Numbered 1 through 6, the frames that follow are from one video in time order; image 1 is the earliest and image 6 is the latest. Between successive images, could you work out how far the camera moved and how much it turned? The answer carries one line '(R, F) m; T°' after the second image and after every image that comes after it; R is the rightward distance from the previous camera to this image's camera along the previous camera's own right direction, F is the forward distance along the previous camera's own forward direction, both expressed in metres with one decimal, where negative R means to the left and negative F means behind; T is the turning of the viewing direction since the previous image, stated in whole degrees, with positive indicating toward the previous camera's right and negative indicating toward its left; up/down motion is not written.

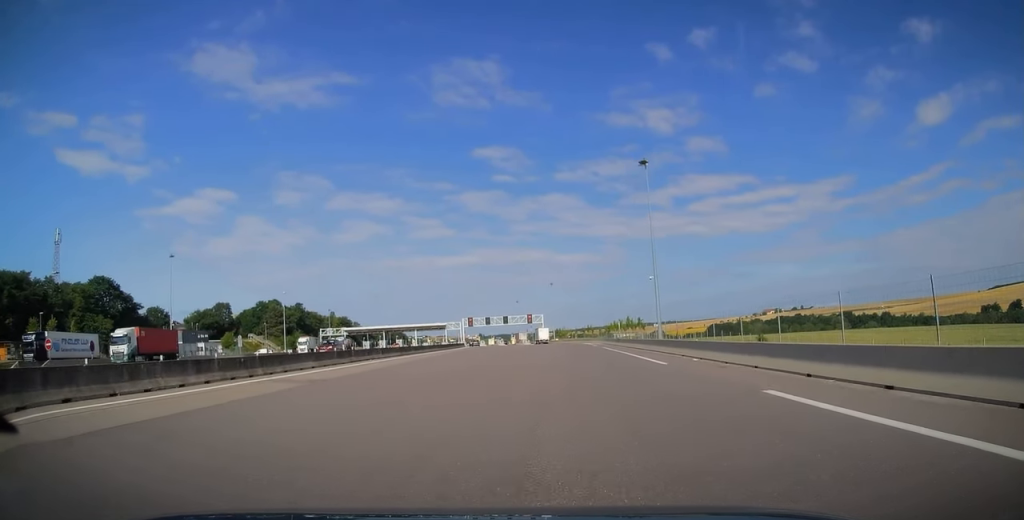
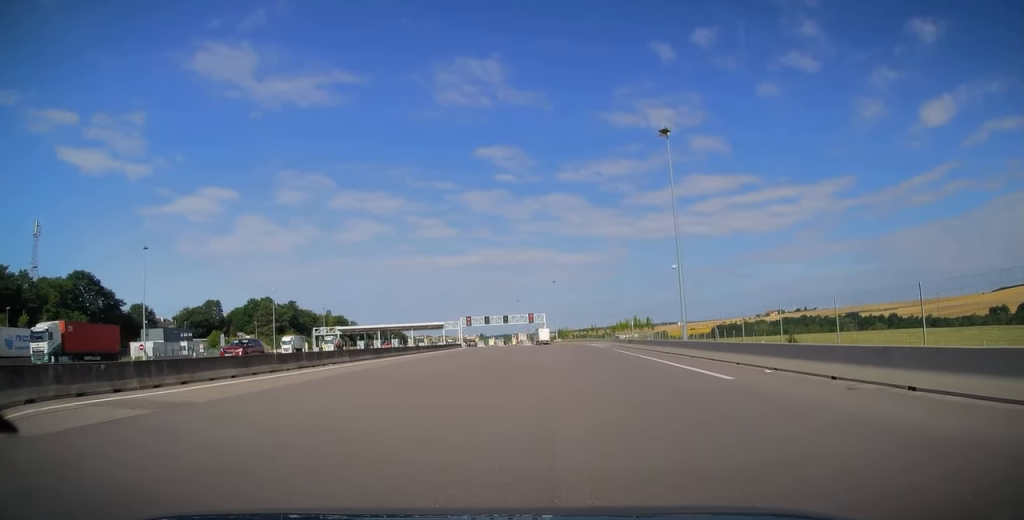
(0.0, +8.5) m; 0°
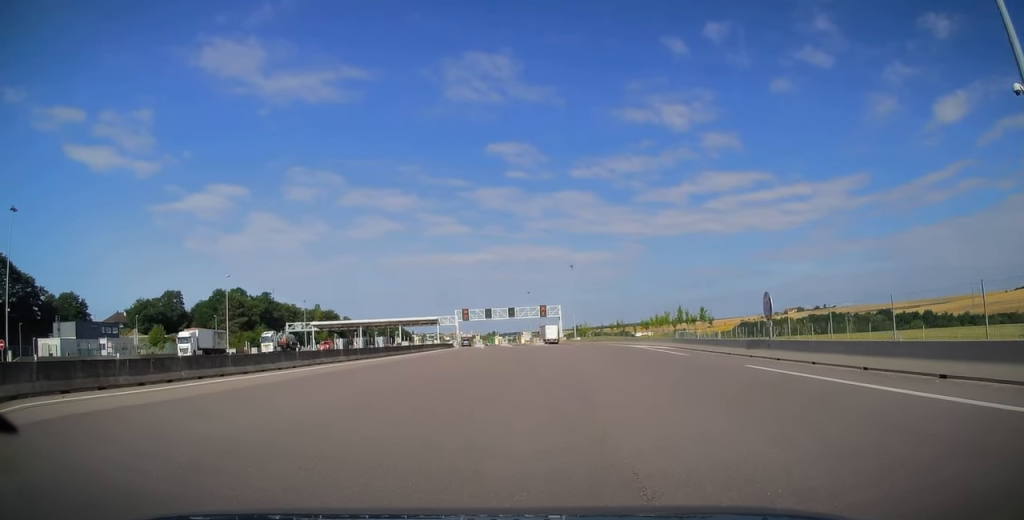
(-0.5, +33.4) m; -2°
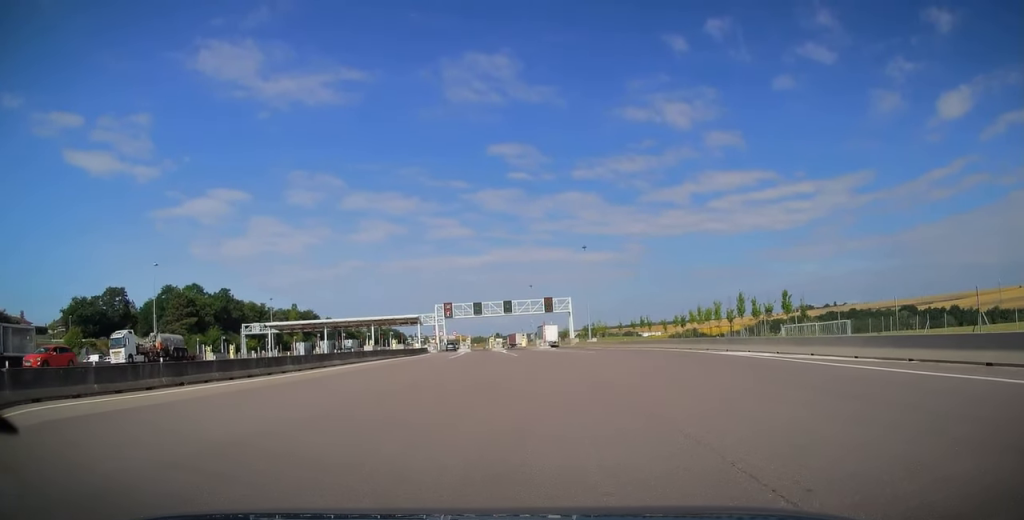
(-0.3, +30.6) m; -1°
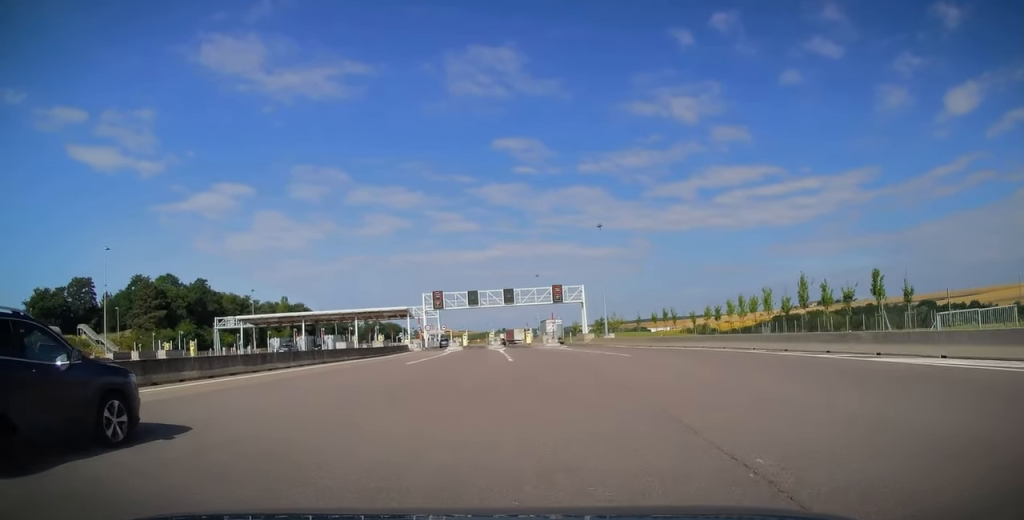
(0.0, +16.8) m; 0°
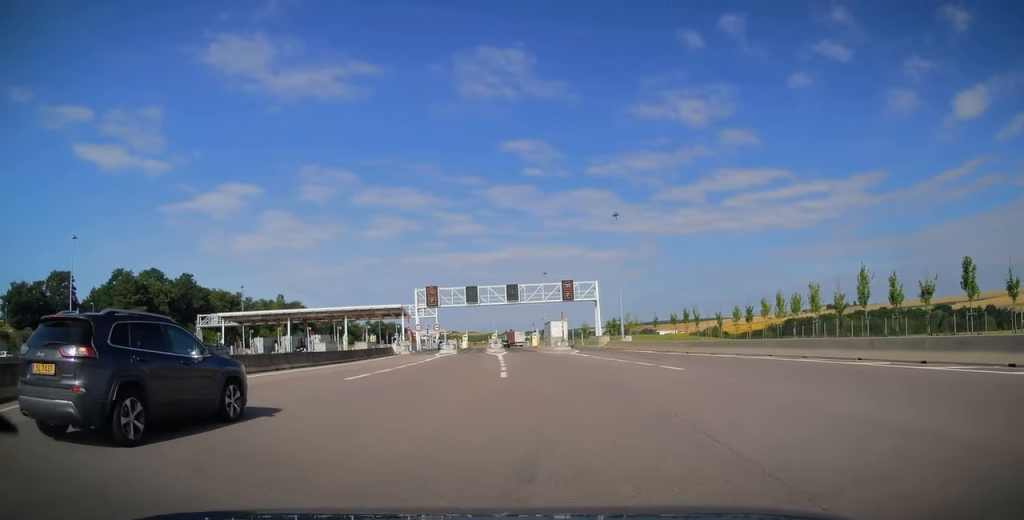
(0.0, +10.5) m; 0°
